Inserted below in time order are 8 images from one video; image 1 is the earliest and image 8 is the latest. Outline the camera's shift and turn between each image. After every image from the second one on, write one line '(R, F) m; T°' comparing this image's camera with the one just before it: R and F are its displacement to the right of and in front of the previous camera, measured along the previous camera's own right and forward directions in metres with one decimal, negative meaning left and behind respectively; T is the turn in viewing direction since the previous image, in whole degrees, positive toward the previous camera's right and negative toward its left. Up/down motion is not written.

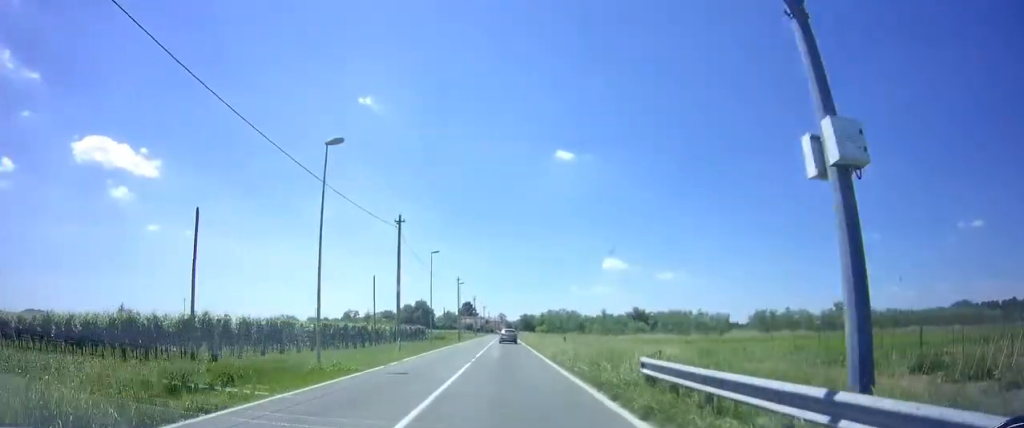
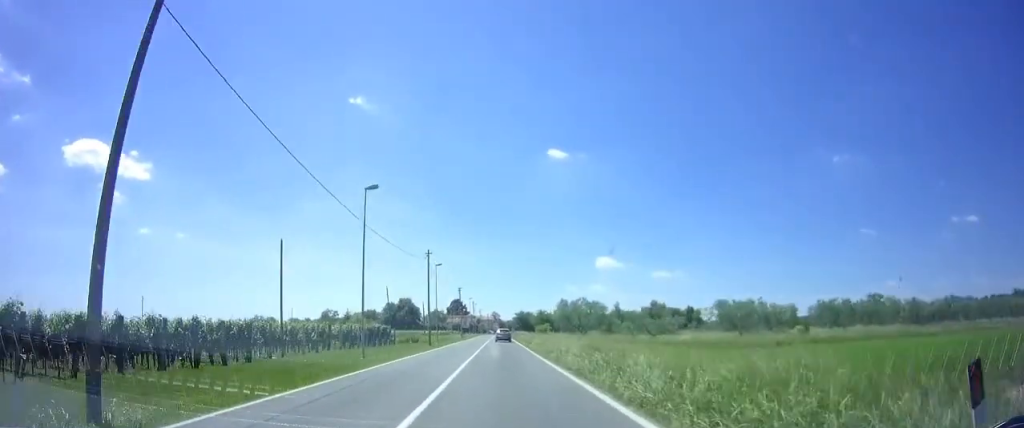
(+0.1, +22.2) m; +1°
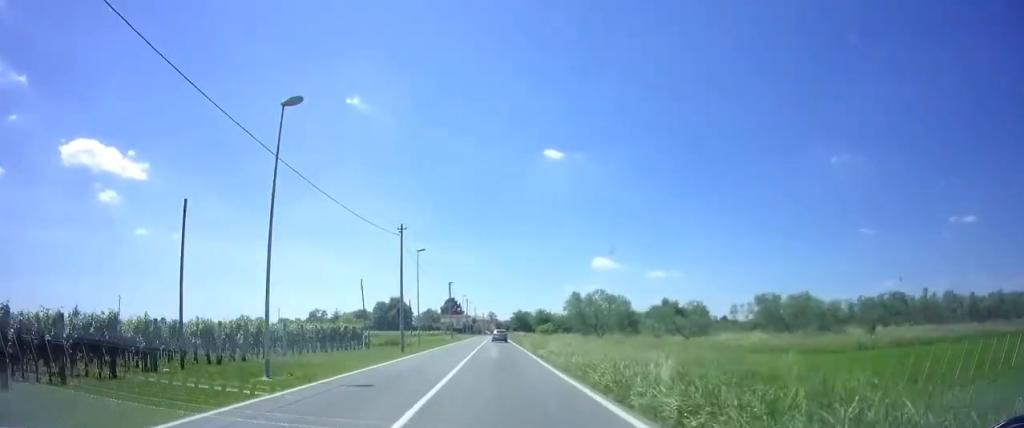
(+0.1, +10.3) m; 0°
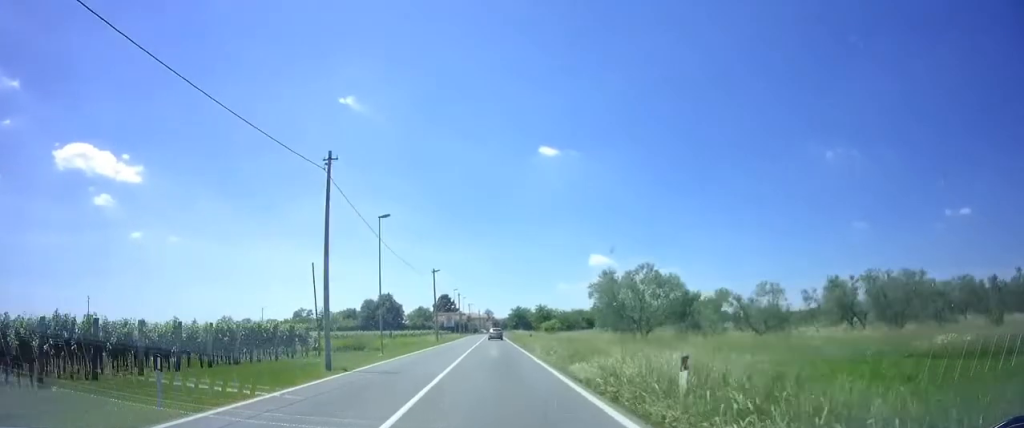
(0.0, +13.3) m; 0°
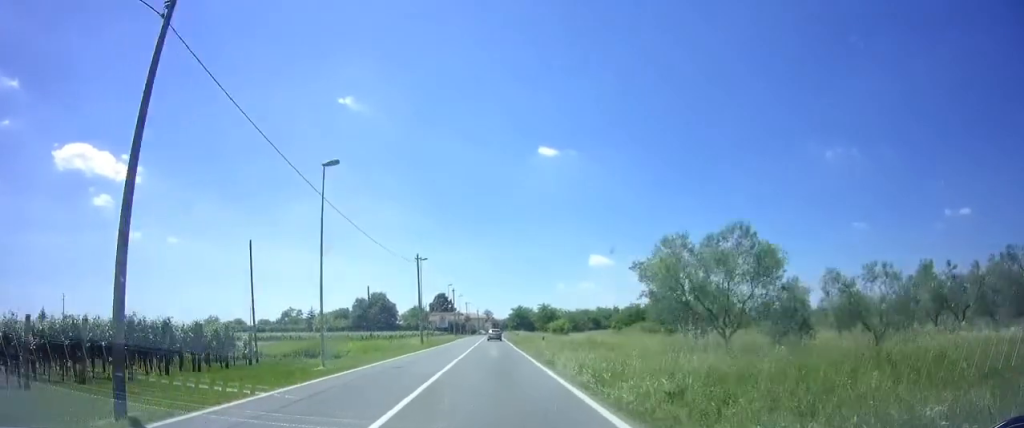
(0.0, +11.2) m; 0°
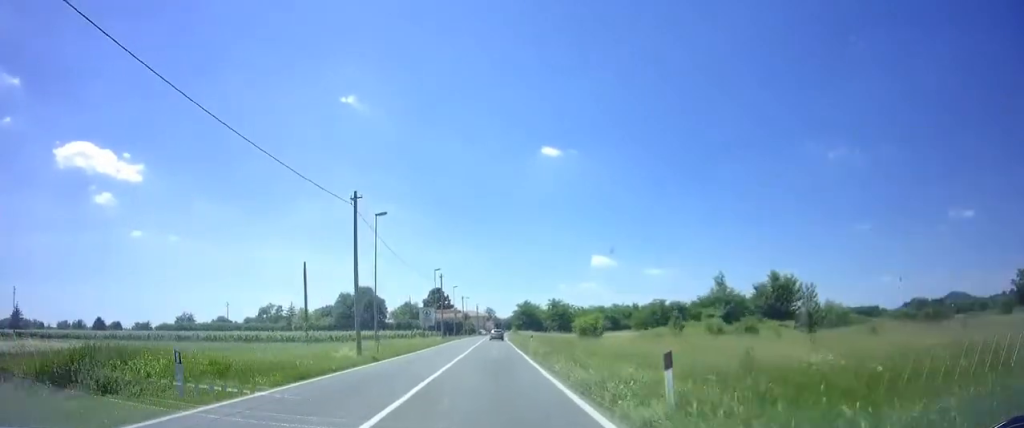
(0.0, +19.7) m; 0°
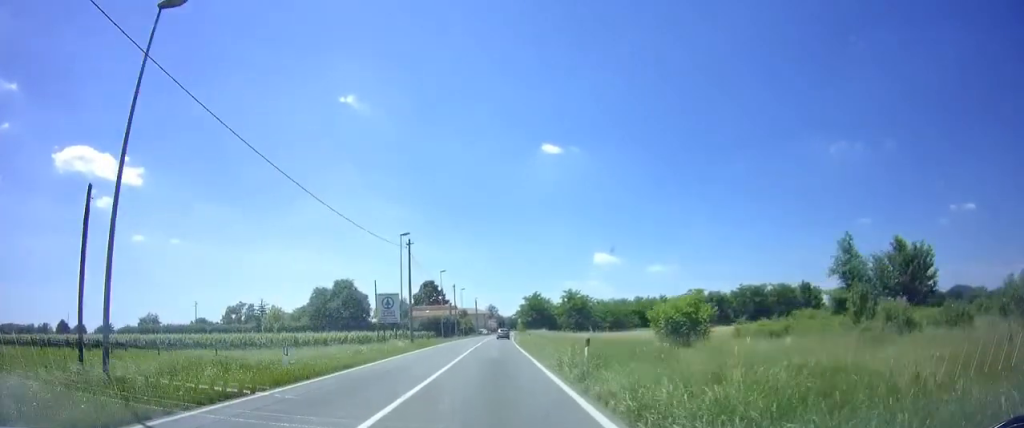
(-0.4, +22.3) m; -1°
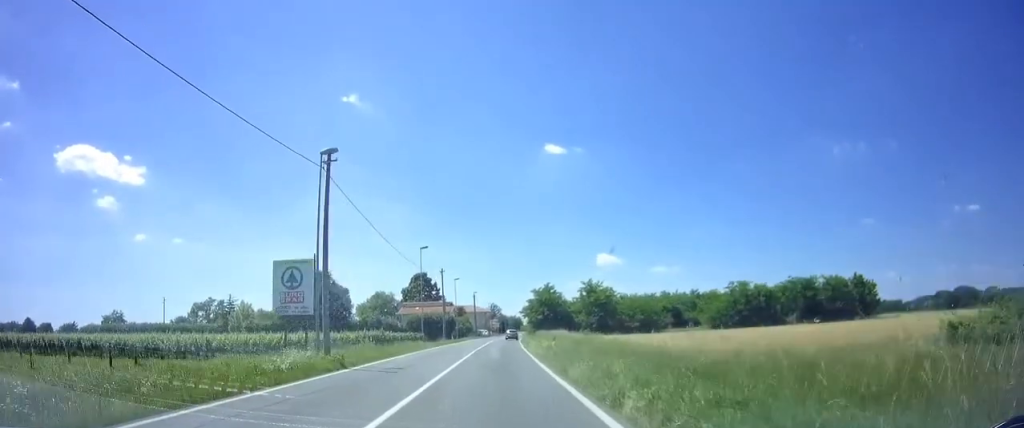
(+0.2, +19.1) m; 0°
